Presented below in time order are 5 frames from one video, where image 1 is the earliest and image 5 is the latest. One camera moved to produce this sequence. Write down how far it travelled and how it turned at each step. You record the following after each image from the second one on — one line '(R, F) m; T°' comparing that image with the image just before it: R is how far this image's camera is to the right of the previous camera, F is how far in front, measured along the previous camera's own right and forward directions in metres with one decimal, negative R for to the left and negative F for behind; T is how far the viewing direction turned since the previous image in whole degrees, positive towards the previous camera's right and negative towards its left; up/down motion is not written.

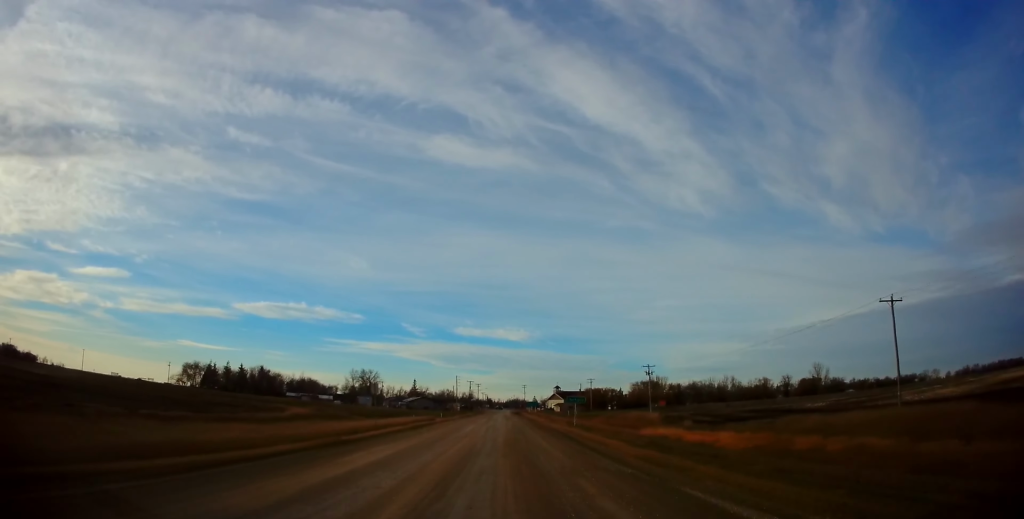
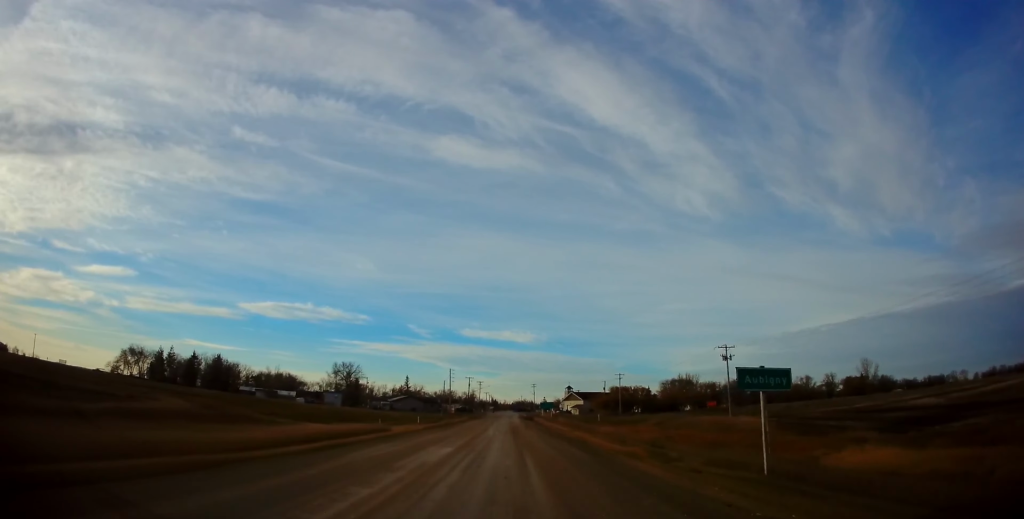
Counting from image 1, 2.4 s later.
(+0.8, +37.8) m; 0°
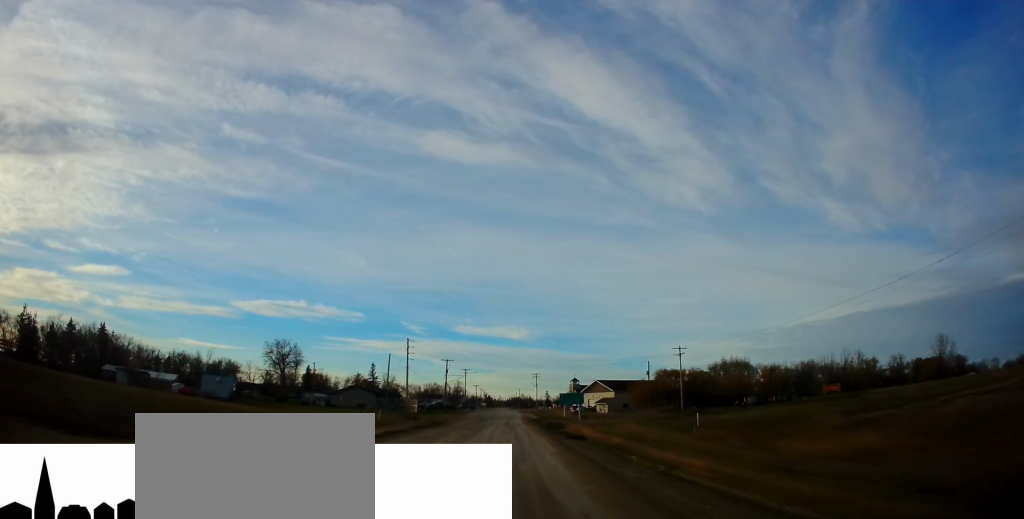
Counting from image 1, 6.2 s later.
(-0.4, +50.9) m; 0°
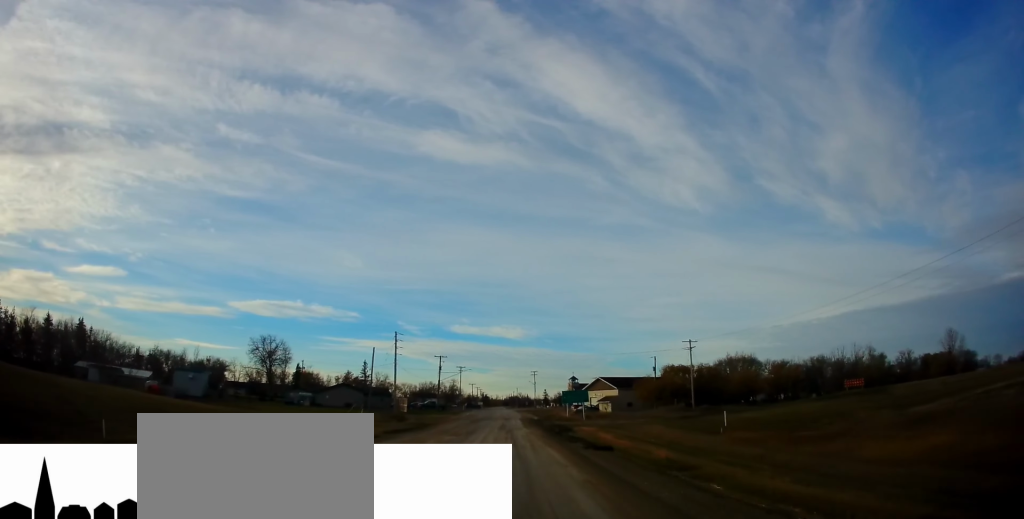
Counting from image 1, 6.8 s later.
(0.0, +6.2) m; 0°
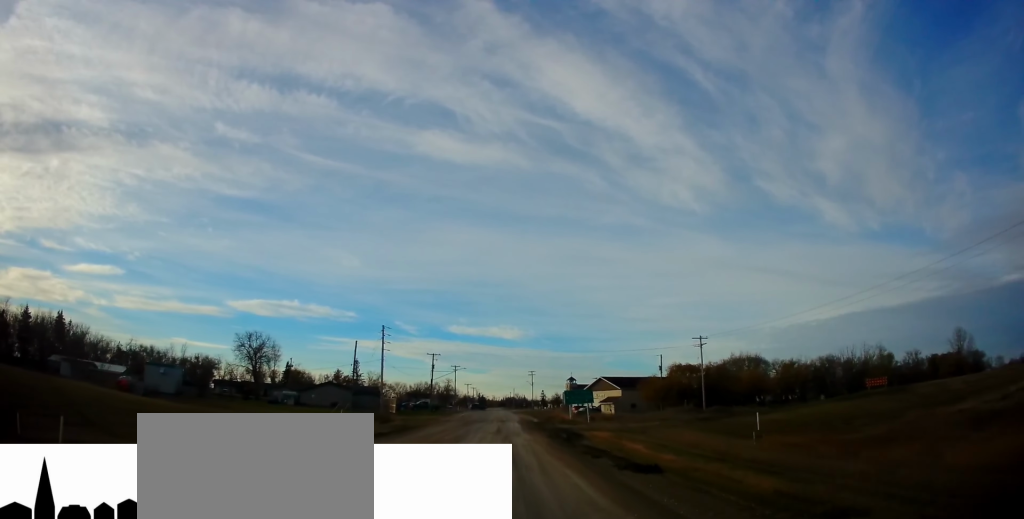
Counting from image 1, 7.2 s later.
(0.0, +5.4) m; 0°
